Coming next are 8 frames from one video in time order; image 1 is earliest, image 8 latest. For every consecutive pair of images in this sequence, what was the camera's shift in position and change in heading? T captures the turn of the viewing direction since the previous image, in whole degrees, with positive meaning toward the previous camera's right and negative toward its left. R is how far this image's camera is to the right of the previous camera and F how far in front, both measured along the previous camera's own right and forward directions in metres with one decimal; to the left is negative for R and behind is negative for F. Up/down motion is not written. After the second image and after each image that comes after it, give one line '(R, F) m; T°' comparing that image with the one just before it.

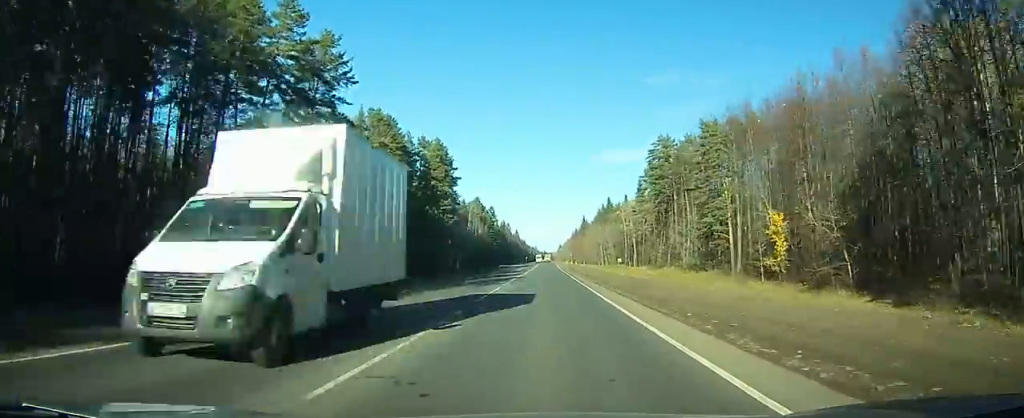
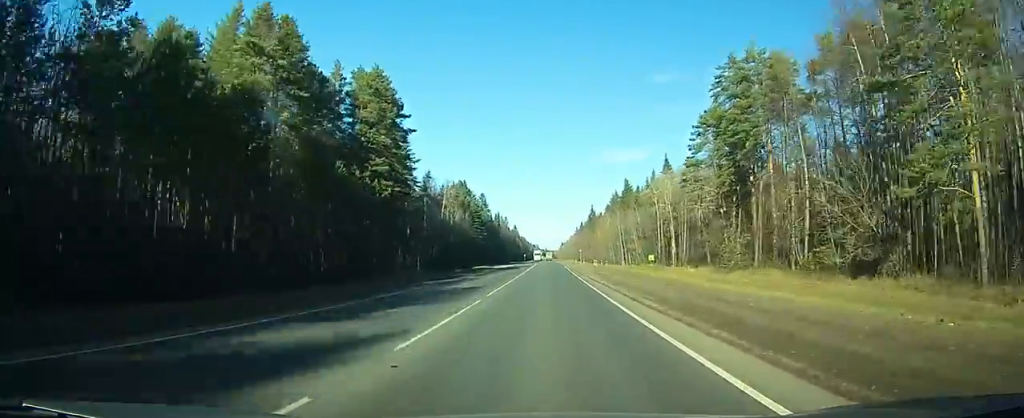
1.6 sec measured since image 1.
(-0.1, +44.7) m; 0°
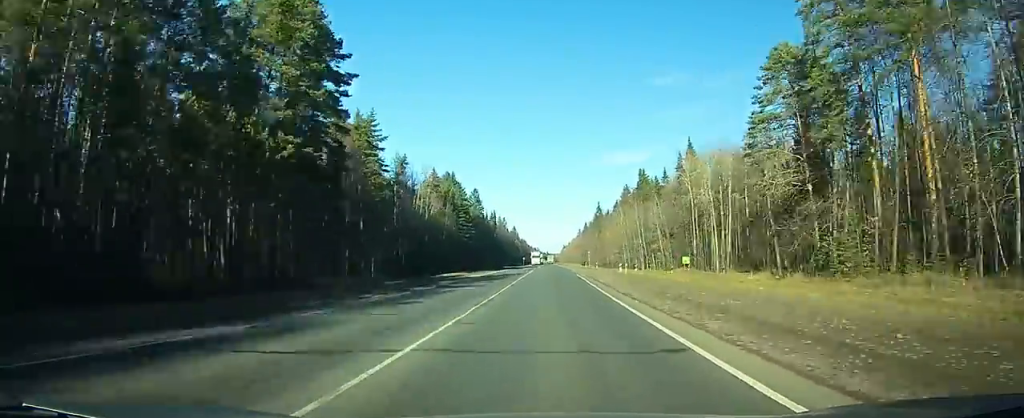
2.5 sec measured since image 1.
(0.0, +26.2) m; 0°
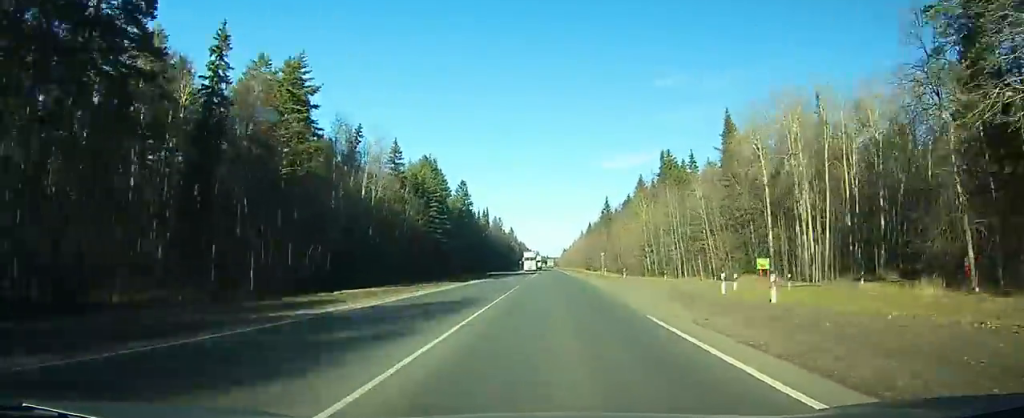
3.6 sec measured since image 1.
(-0.1, +29.9) m; 0°
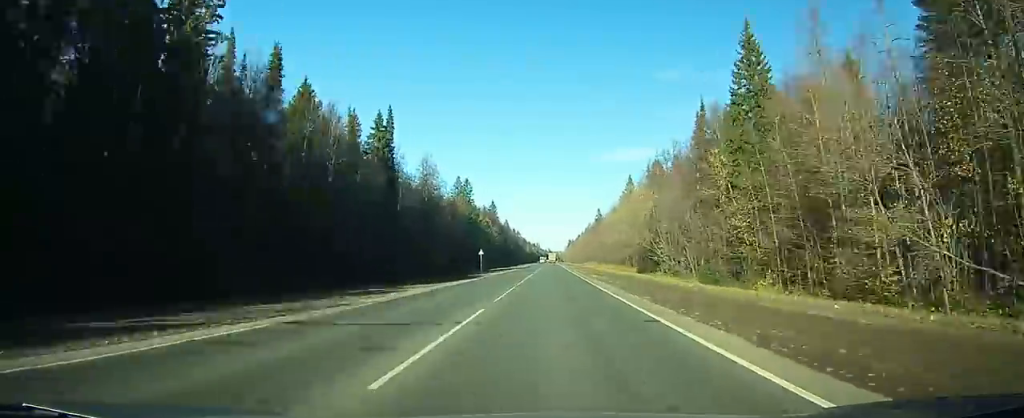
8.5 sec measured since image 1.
(+0.9, +138.5) m; 0°
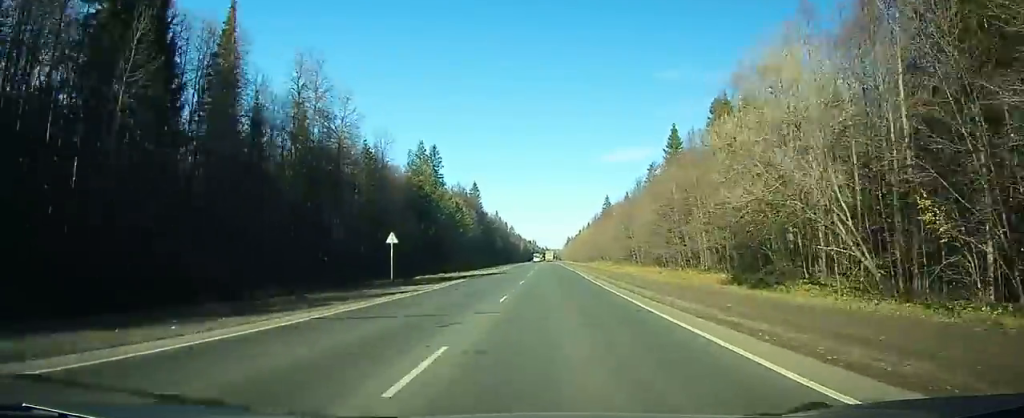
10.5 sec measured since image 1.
(-0.2, +54.4) m; 0°
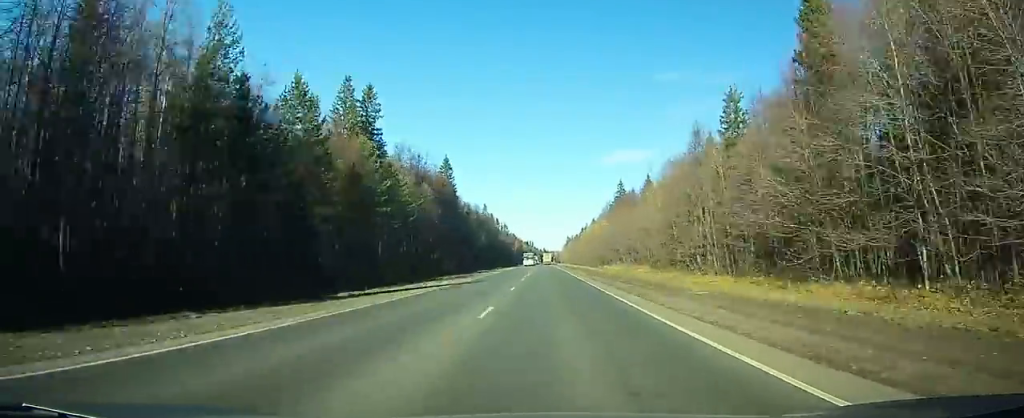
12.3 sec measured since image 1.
(+0.2, +52.7) m; 0°
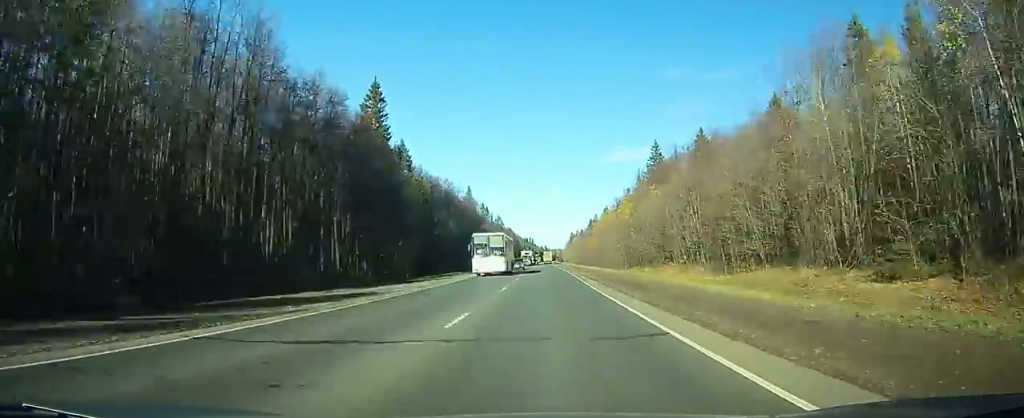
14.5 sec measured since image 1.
(+0.2, +62.3) m; 0°
